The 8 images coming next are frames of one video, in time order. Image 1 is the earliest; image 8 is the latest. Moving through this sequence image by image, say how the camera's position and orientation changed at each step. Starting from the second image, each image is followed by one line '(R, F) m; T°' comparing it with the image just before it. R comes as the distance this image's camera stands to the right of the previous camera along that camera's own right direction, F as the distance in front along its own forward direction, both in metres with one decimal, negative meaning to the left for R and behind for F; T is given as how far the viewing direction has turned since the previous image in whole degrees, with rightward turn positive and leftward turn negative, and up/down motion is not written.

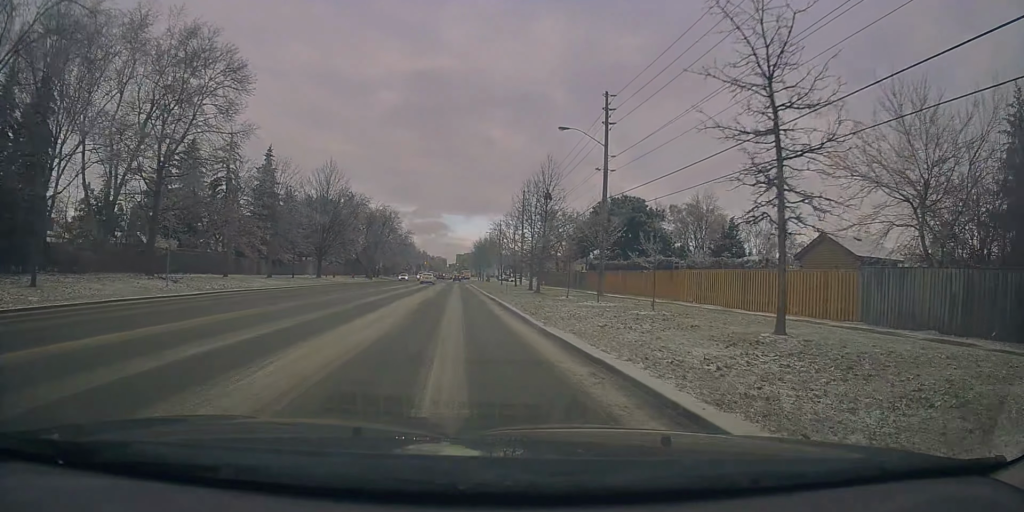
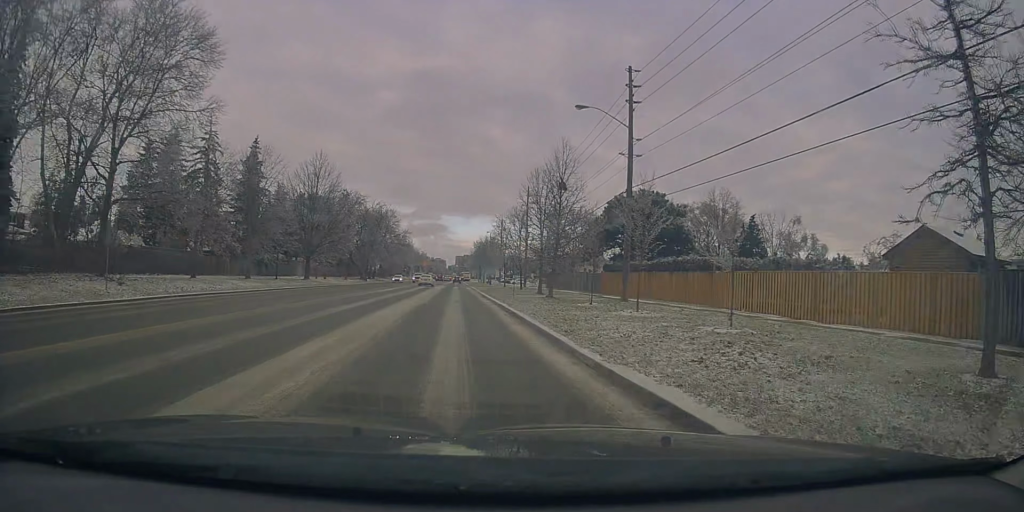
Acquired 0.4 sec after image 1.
(+0.1, +6.0) m; +1°
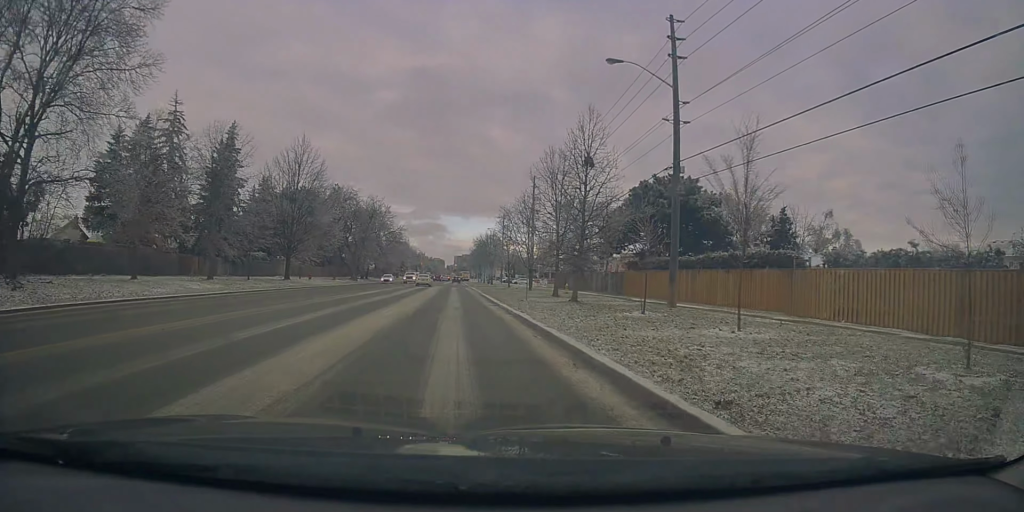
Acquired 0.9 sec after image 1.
(+0.1, +7.5) m; +1°
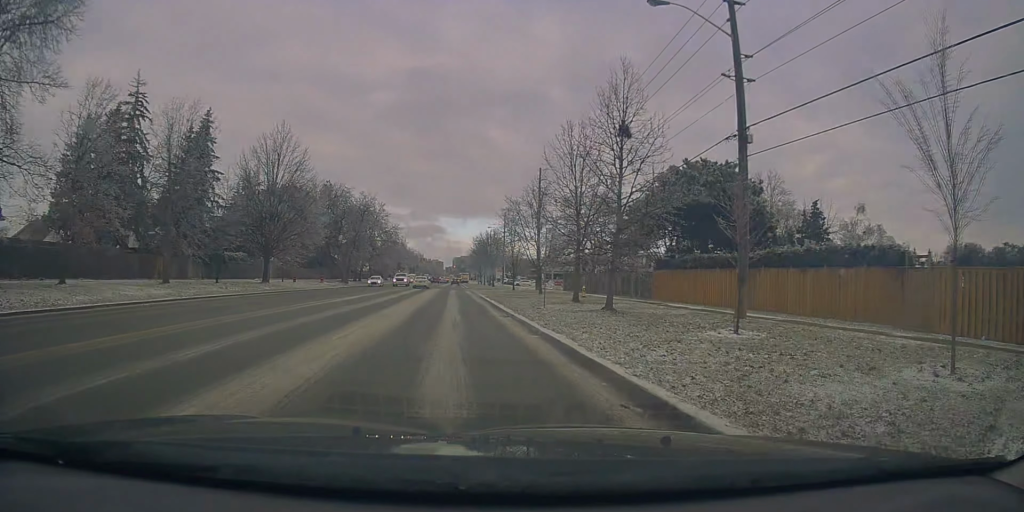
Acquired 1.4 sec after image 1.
(+0.1, +7.1) m; 0°
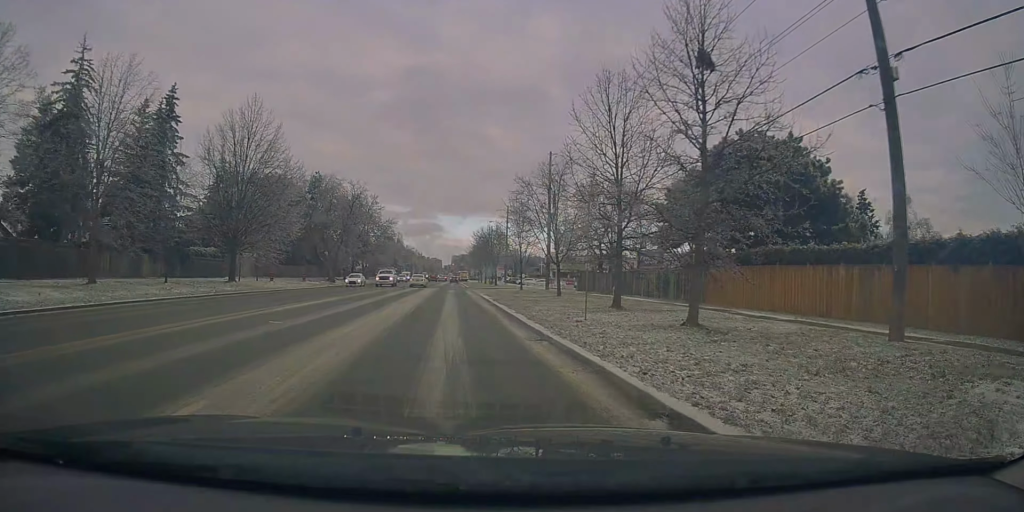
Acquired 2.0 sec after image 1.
(+0.1, +8.3) m; -1°
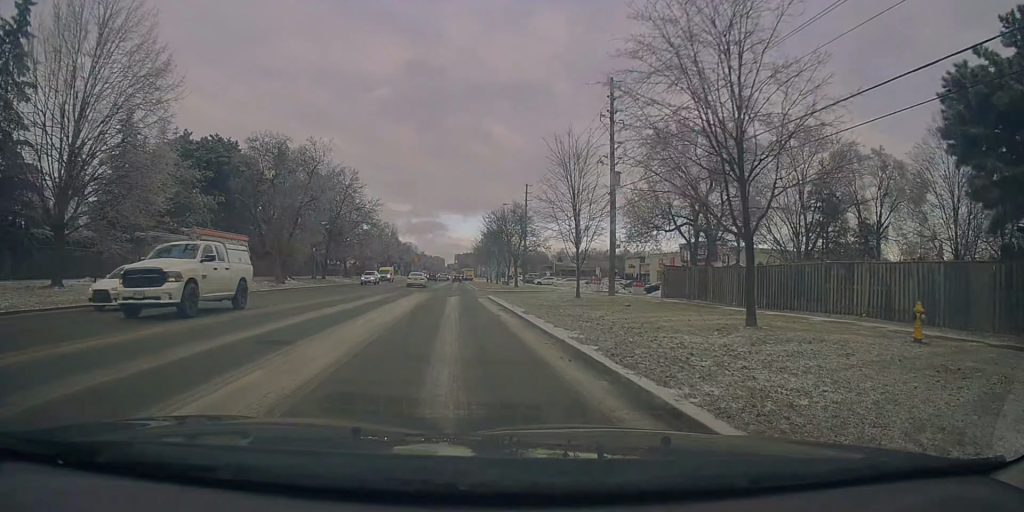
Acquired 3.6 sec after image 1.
(-0.7, +24.3) m; -1°
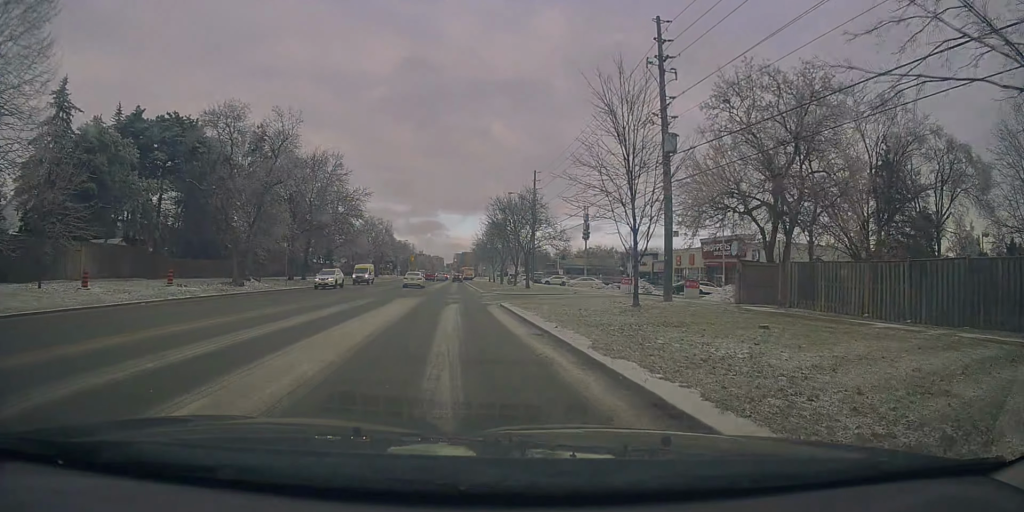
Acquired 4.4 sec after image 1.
(+0.1, +11.2) m; +2°
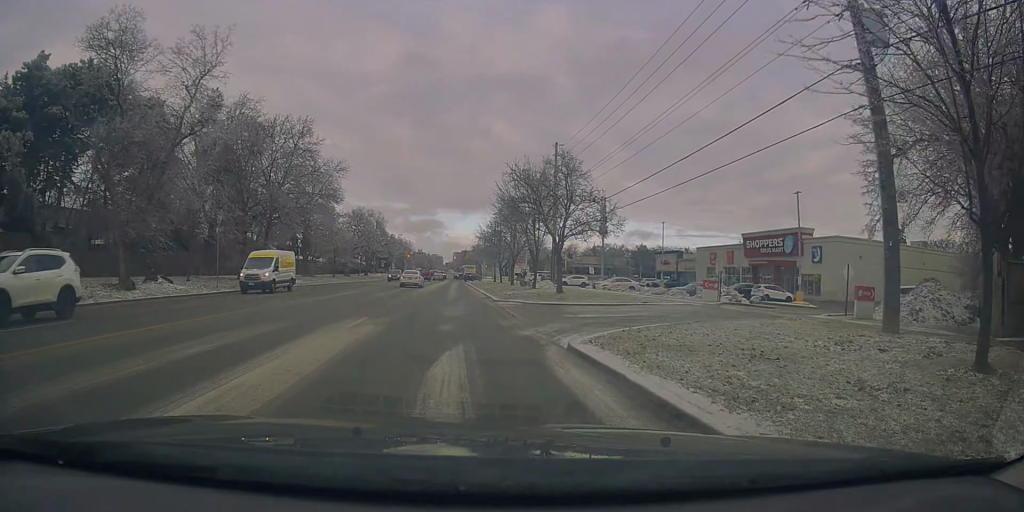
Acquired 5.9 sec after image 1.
(+0.5, +18.2) m; -1°
